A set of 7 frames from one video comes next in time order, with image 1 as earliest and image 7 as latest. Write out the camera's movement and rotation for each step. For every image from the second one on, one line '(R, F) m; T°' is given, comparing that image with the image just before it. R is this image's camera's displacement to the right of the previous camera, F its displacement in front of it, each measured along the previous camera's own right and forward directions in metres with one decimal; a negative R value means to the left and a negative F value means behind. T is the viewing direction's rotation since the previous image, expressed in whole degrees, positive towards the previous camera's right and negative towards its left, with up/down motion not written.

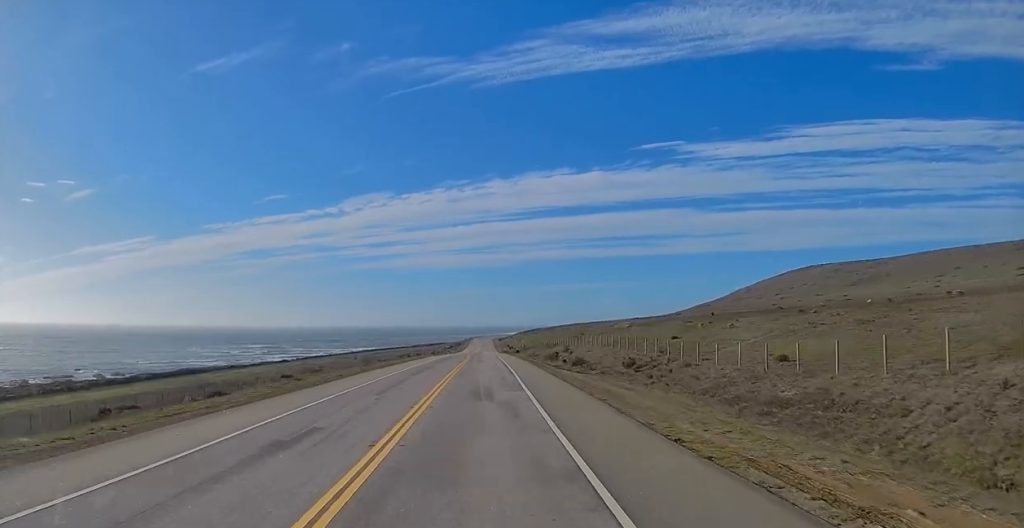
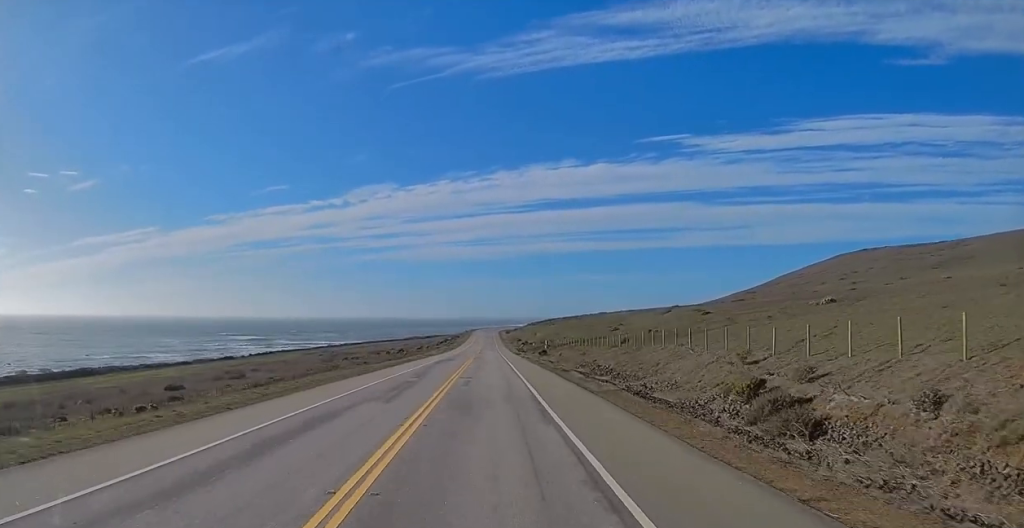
(-0.1, +72.6) m; -1°
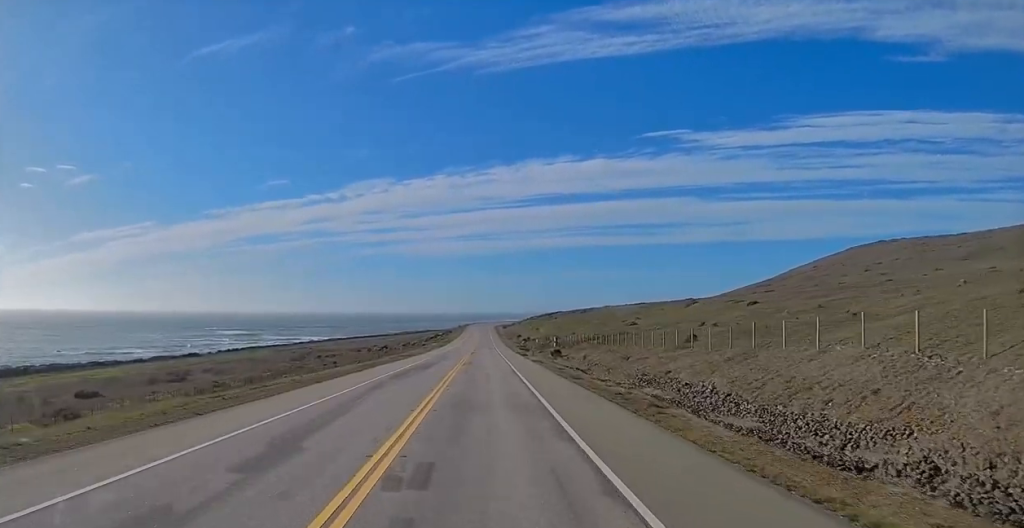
(-0.2, +26.2) m; 0°
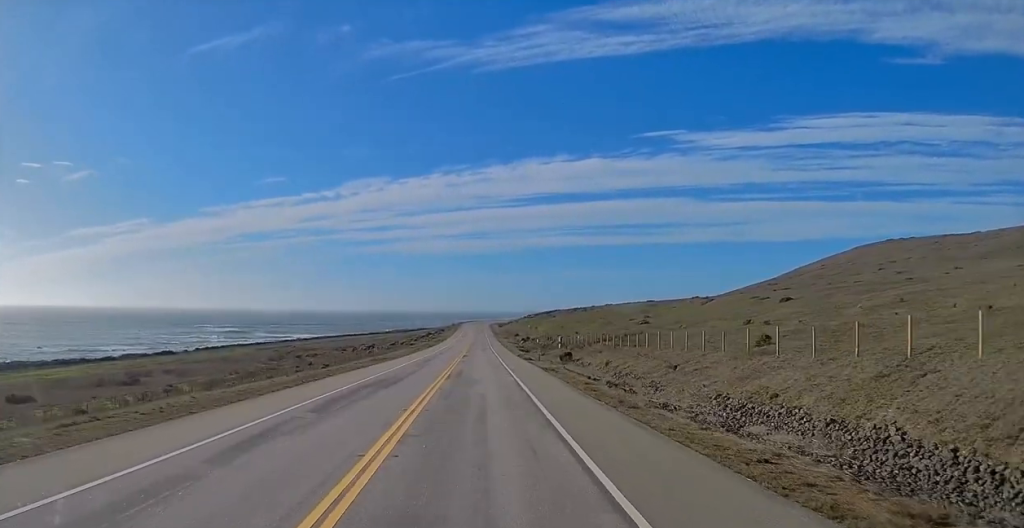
(+0.1, +14.2) m; 0°
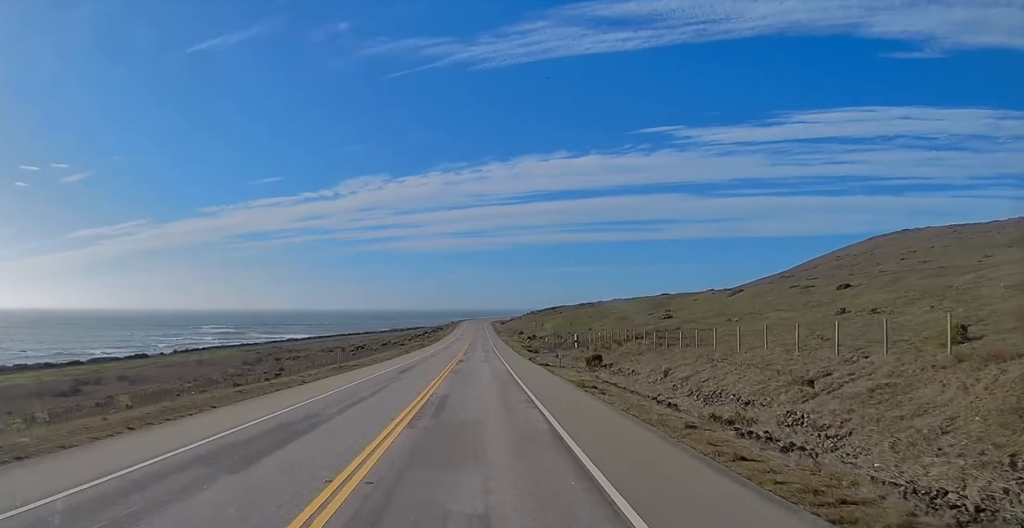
(0.0, +17.4) m; 0°
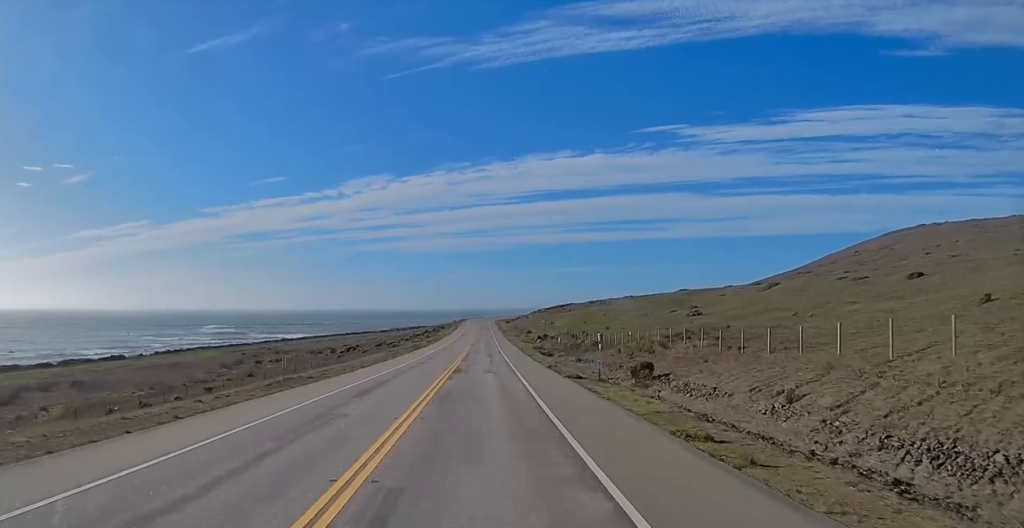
(0.0, +15.2) m; 0°
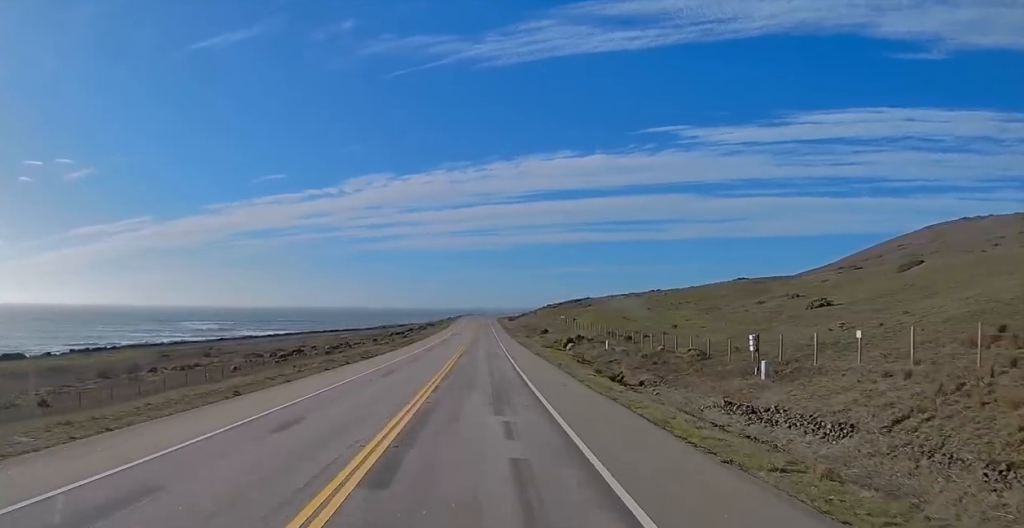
(+0.2, +41.3) m; +1°
